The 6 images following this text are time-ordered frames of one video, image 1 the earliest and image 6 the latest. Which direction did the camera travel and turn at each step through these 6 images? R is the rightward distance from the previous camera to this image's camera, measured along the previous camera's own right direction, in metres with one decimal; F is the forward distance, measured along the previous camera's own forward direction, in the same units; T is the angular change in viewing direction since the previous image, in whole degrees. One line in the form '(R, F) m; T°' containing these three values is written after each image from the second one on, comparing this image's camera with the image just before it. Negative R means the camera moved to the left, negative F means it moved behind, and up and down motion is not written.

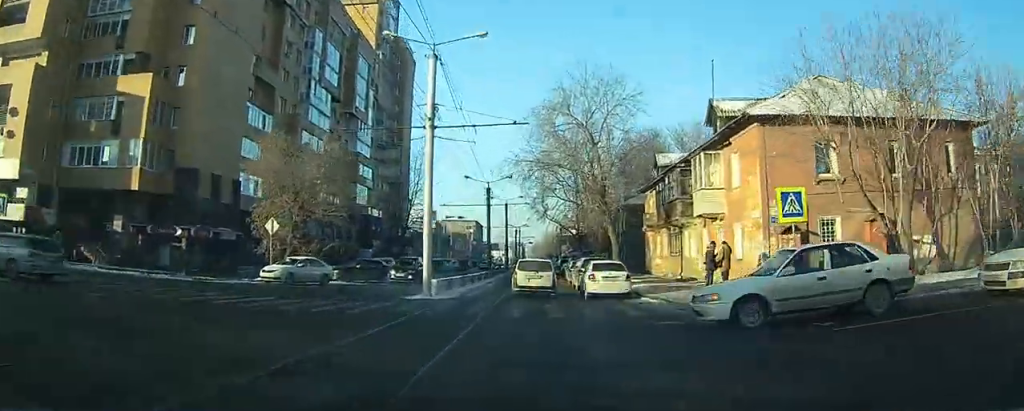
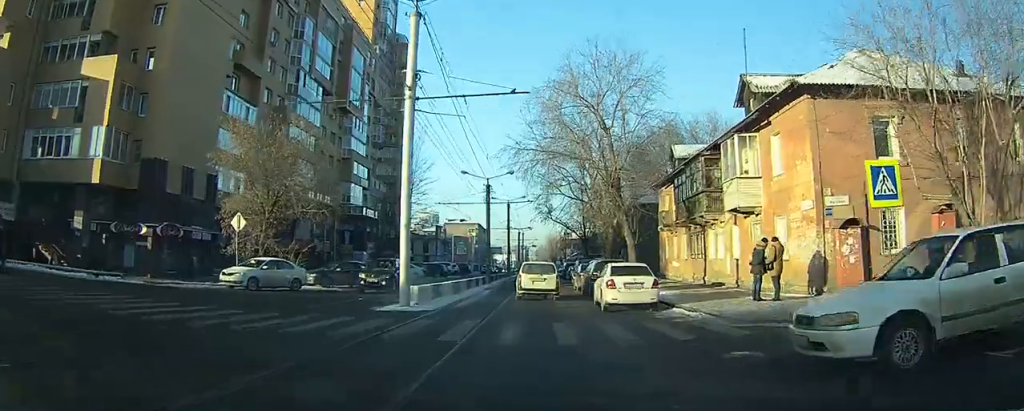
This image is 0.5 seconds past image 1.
(0.0, +4.6) m; 0°
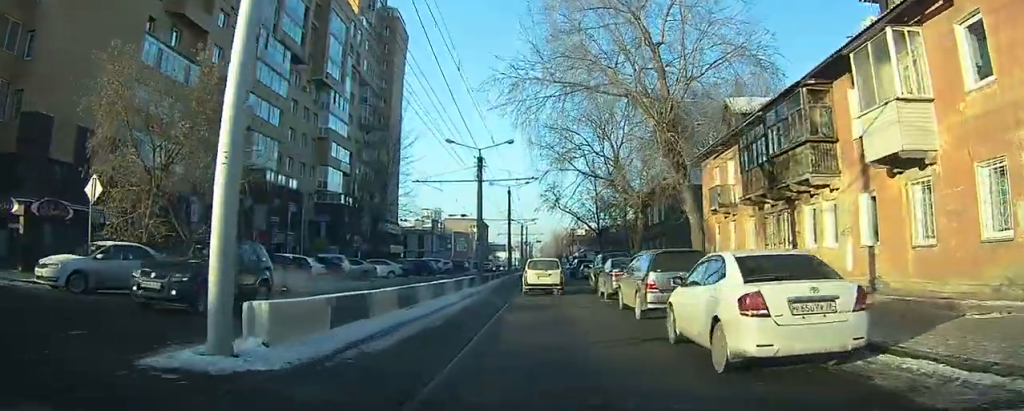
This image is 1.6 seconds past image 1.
(-0.1, +11.4) m; 0°
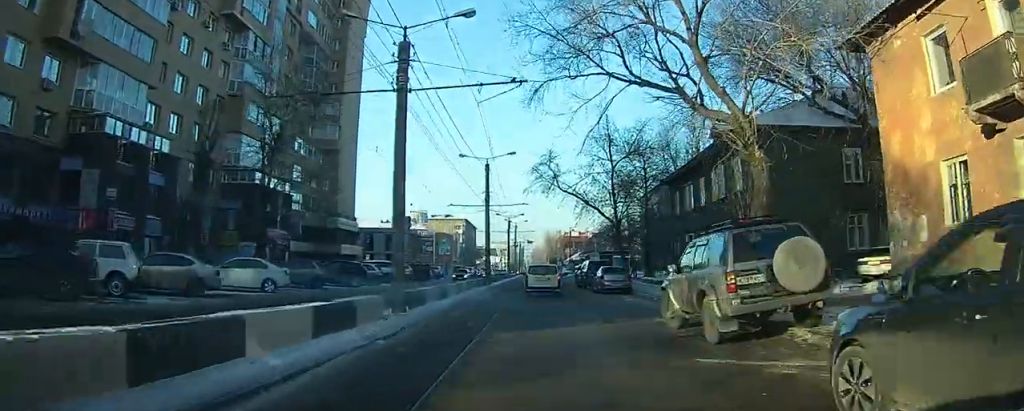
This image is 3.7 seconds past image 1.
(+0.3, +20.4) m; +1°
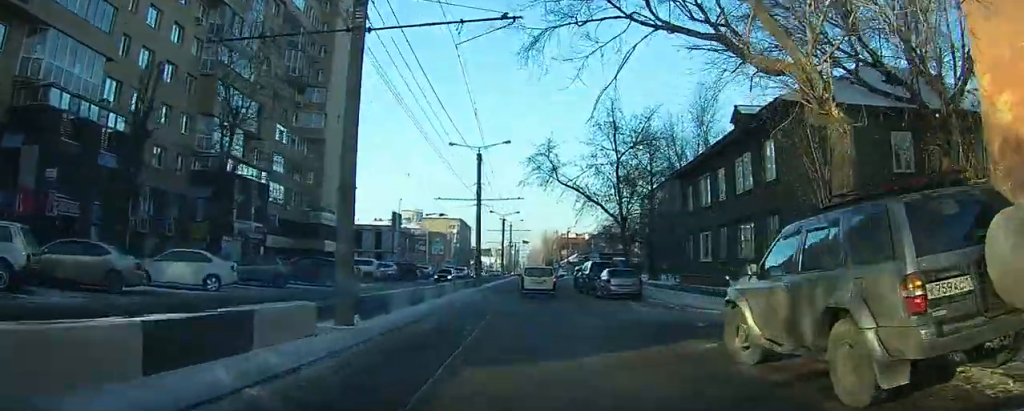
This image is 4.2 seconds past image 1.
(0.0, +4.6) m; 0°
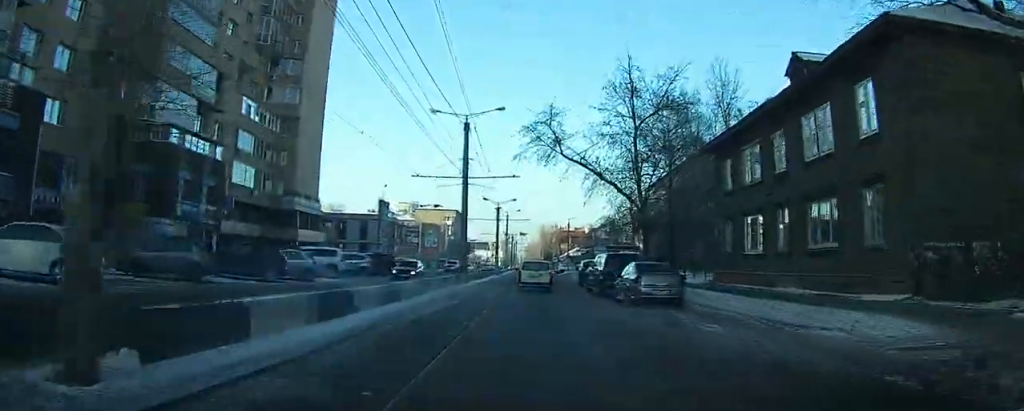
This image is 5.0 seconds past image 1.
(0.0, +7.9) m; 0°
